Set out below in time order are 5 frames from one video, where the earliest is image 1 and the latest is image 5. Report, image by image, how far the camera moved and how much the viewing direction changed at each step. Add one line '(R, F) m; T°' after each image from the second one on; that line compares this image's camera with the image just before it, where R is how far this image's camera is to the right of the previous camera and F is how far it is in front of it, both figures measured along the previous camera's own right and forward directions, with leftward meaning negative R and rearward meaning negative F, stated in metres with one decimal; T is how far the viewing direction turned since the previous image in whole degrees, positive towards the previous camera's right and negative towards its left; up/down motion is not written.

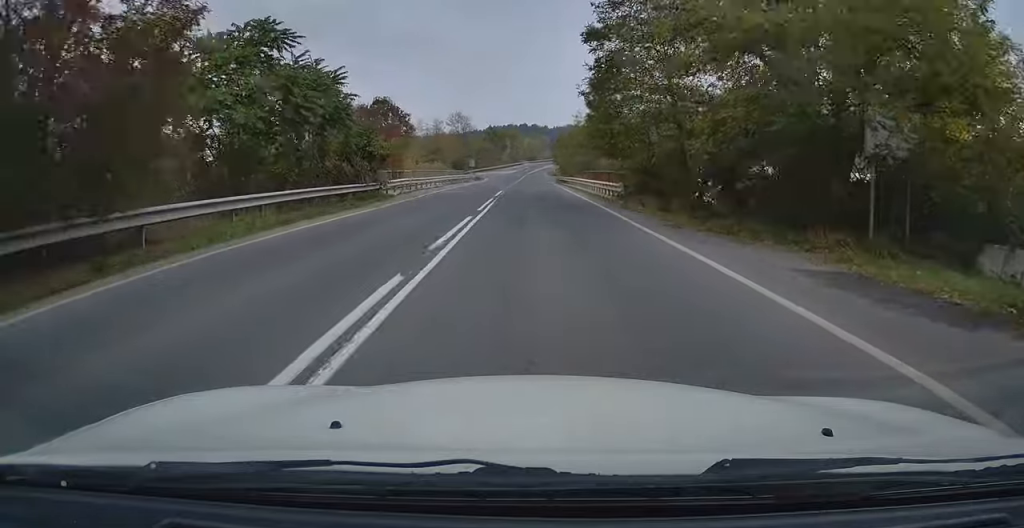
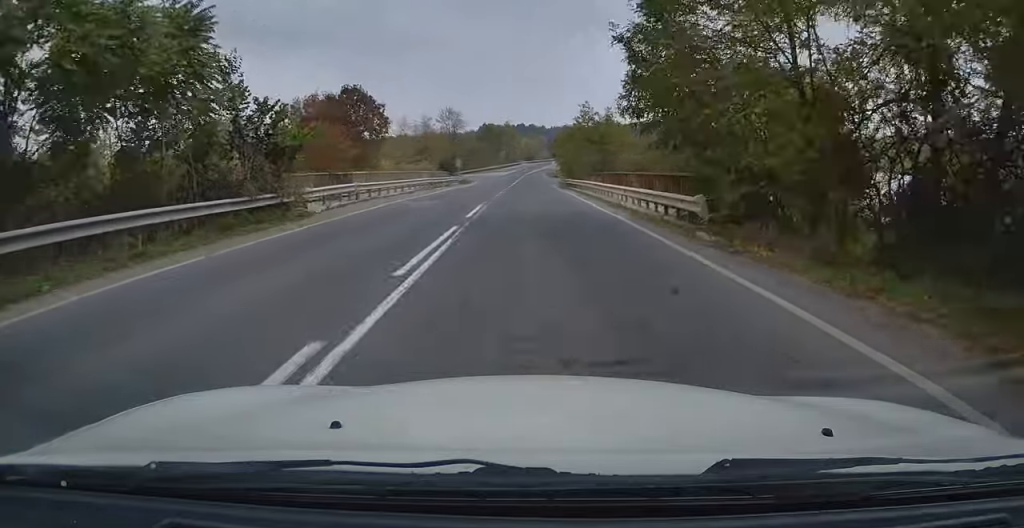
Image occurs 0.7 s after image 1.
(0.0, +11.7) m; 0°
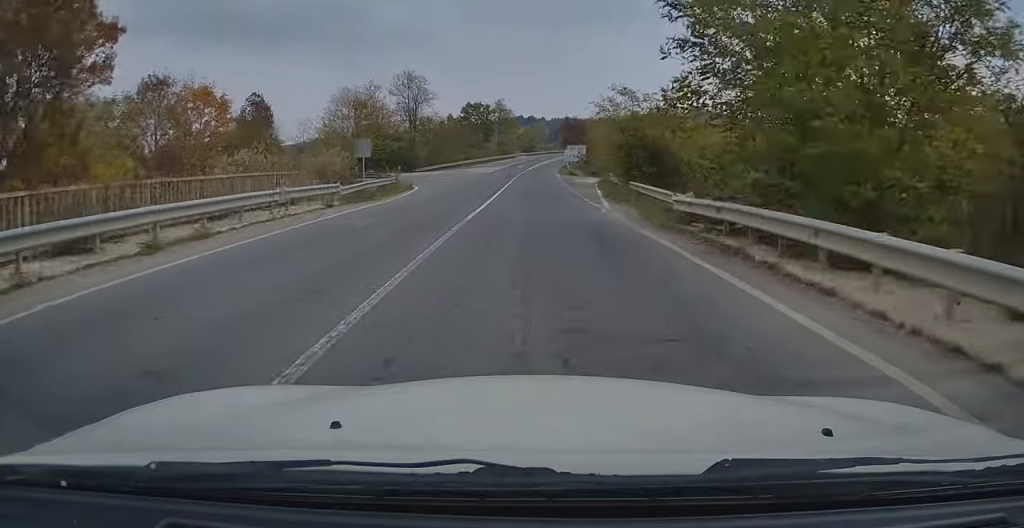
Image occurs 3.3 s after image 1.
(+0.1, +43.1) m; 0°
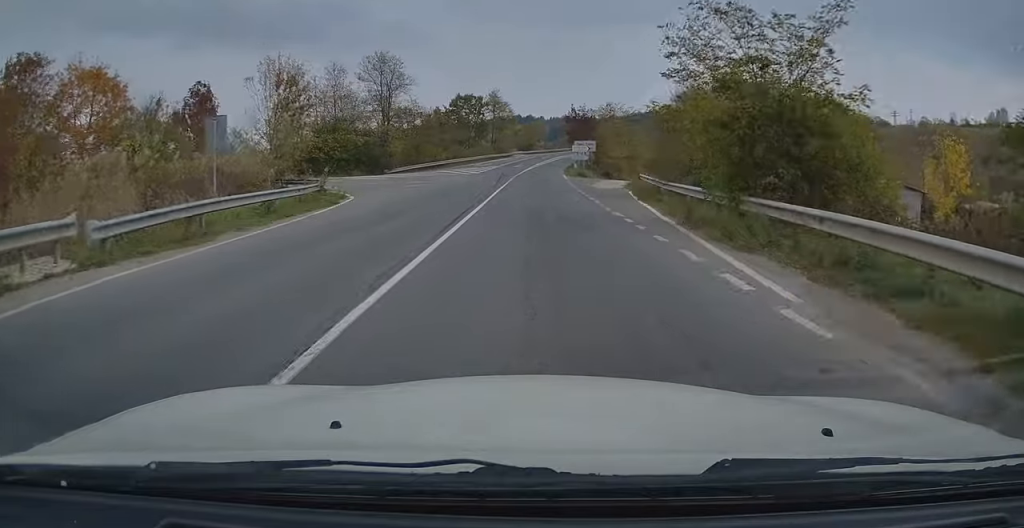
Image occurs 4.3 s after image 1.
(+0.2, +15.2) m; +1°
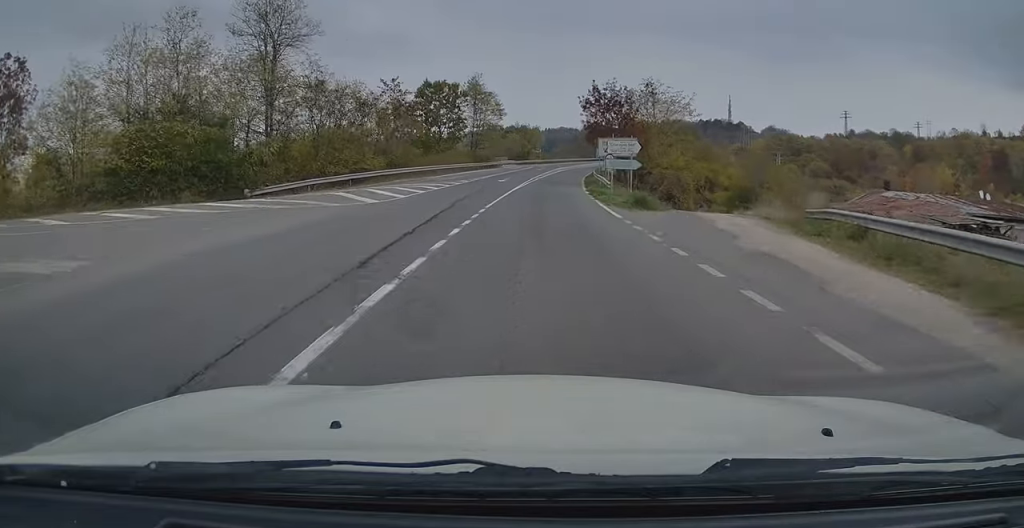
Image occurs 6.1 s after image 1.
(-0.1, +30.7) m; 0°
